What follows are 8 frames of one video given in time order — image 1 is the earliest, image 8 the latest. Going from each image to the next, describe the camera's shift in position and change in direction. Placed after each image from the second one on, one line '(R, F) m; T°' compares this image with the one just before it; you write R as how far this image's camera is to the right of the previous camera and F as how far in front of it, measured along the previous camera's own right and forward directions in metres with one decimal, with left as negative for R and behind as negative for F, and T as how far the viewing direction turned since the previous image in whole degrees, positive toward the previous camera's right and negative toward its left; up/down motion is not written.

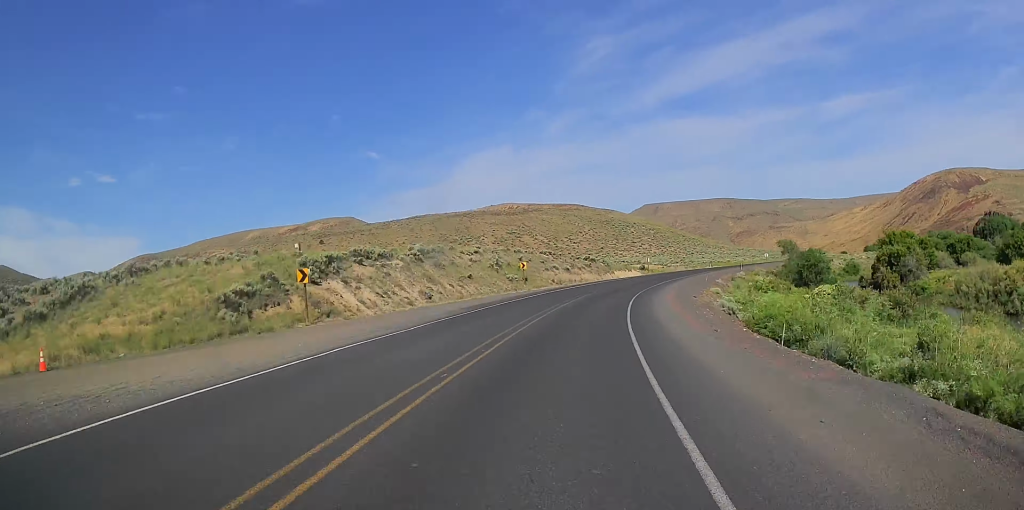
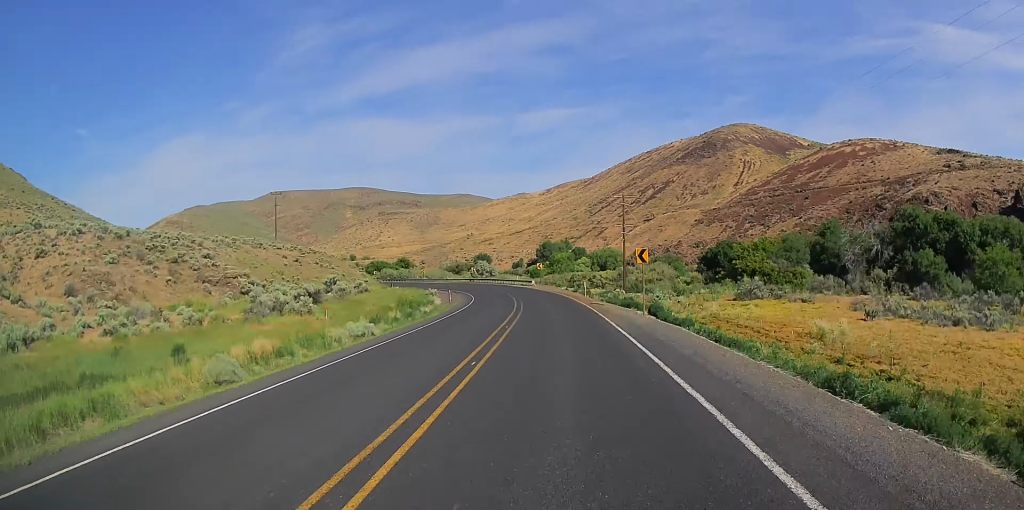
(+32.5, +313.9) m; -8°
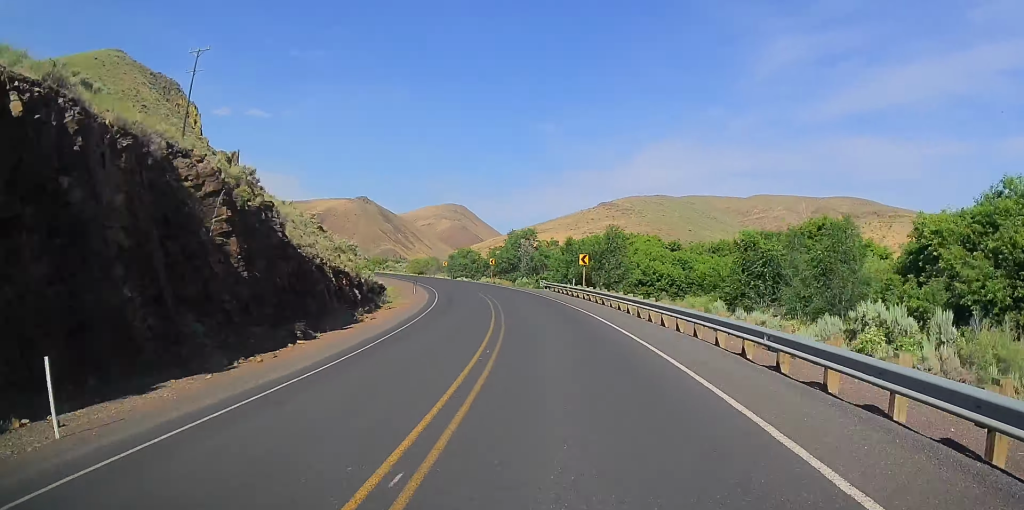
(+19.9, +189.3) m; -17°
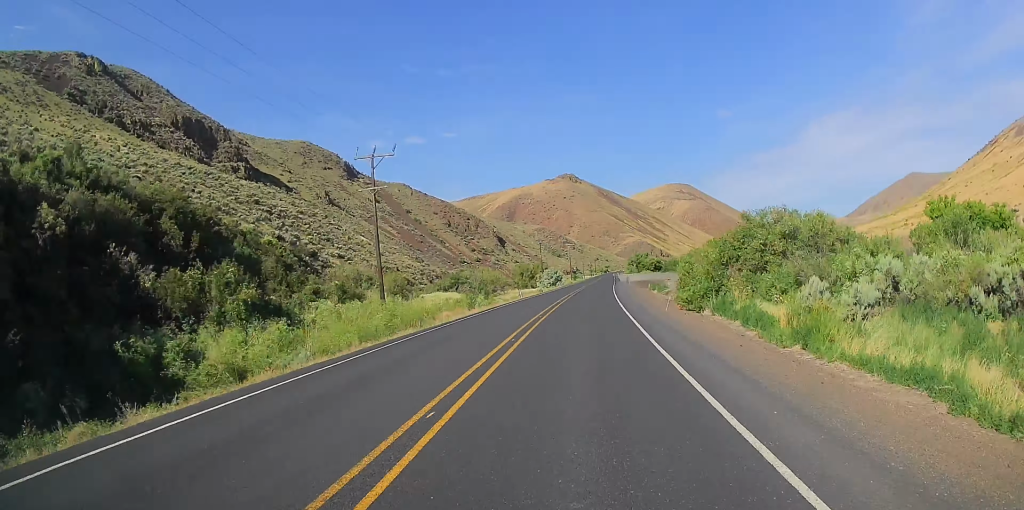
(-250.9, +536.5) m; -21°
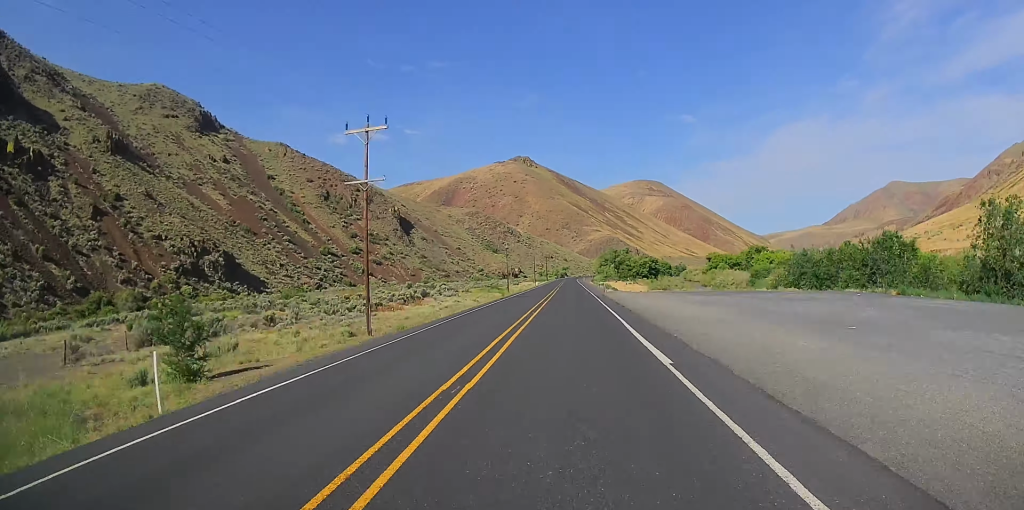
(+6.6, +172.1) m; +6°
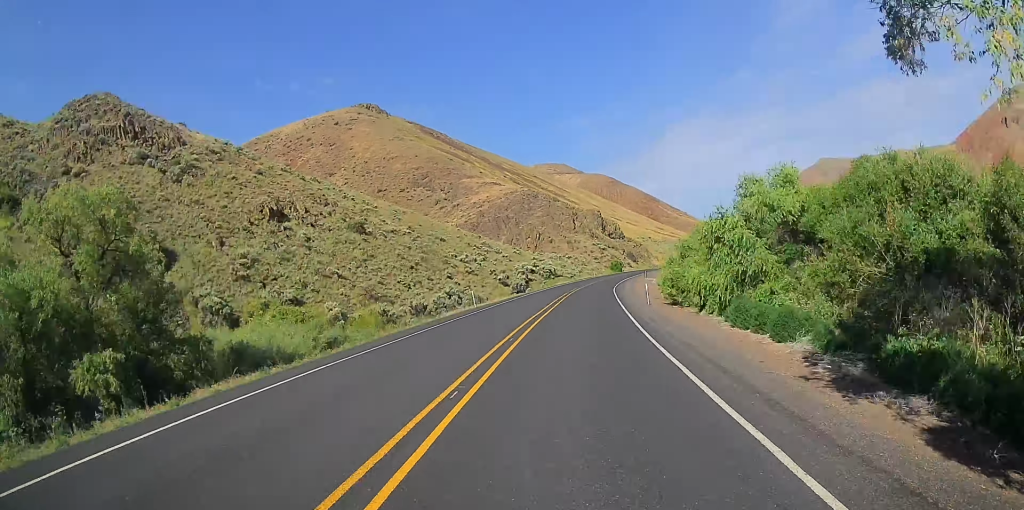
(+36.3, +323.2) m; +16°
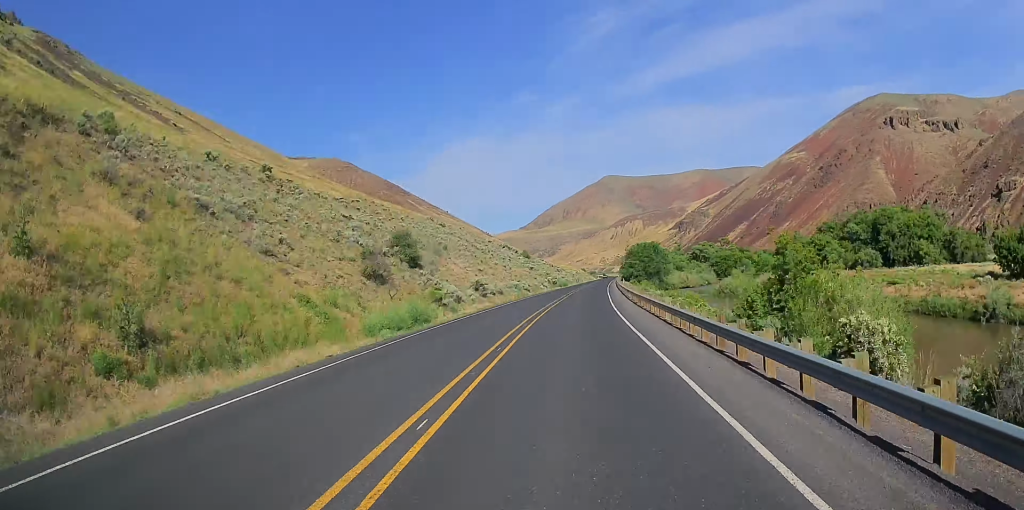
(+27.7, +240.6) m; +13°
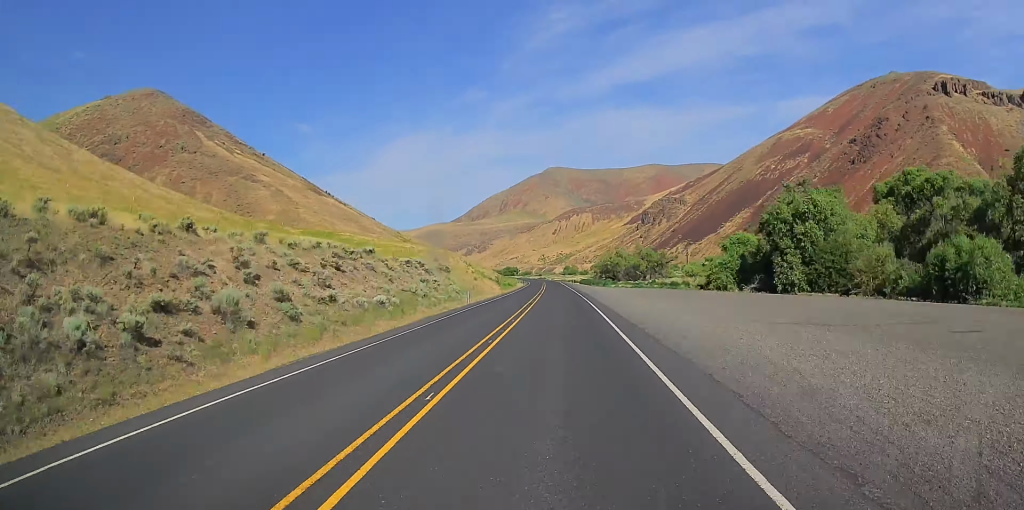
(+28.8, +230.8) m; +4°
